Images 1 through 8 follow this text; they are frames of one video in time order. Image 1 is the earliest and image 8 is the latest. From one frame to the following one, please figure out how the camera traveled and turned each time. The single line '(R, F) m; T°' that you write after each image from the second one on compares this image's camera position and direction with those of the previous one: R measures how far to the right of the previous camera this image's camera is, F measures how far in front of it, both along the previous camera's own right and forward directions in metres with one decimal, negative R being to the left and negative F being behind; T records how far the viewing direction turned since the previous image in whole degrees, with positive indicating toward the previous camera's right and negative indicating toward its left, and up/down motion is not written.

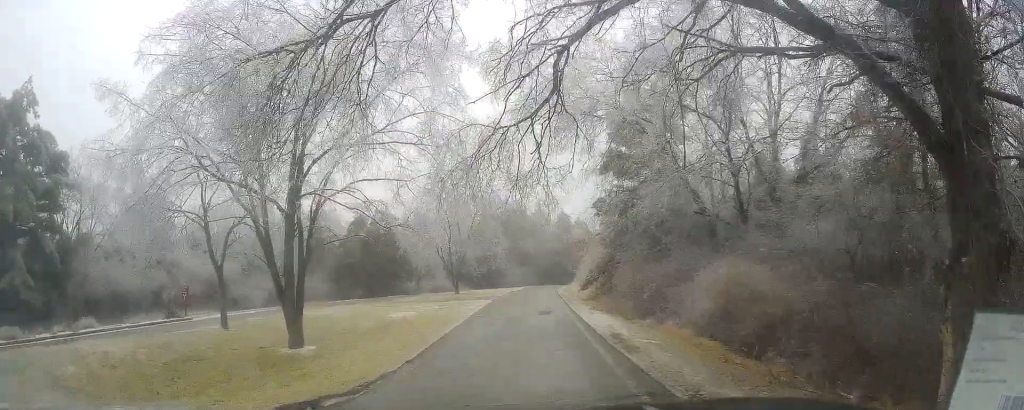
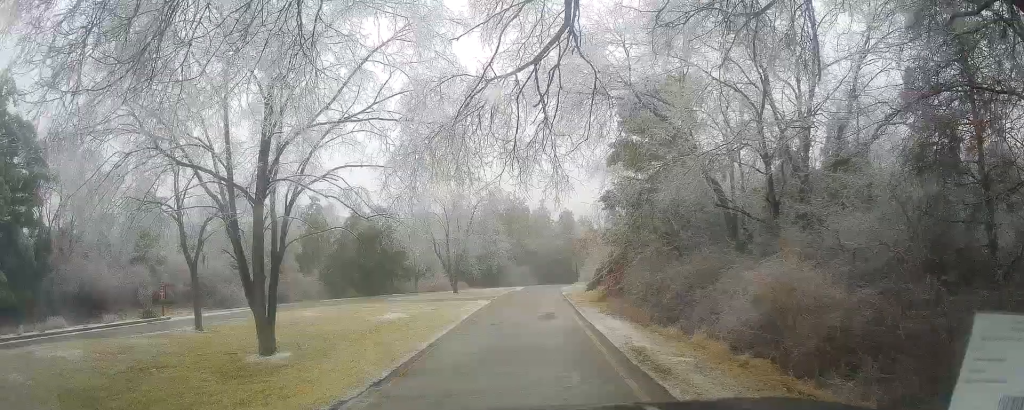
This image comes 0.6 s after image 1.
(-0.3, +2.7) m; -5°
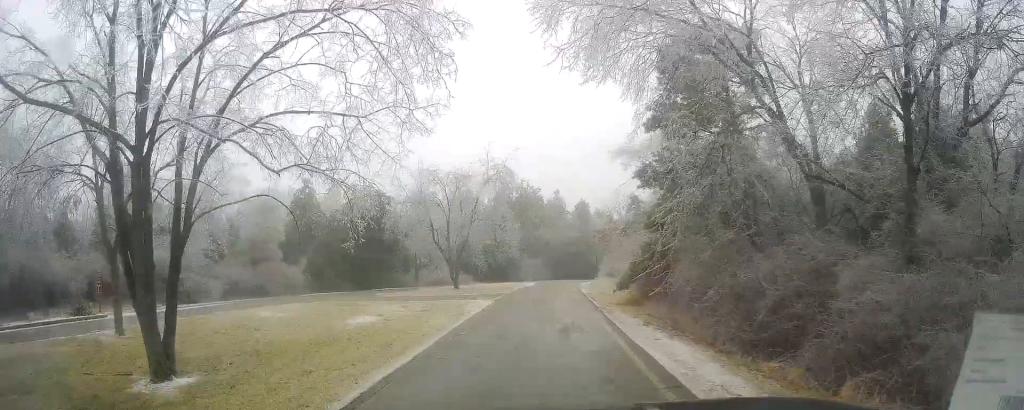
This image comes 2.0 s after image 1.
(-0.7, +6.6) m; -2°
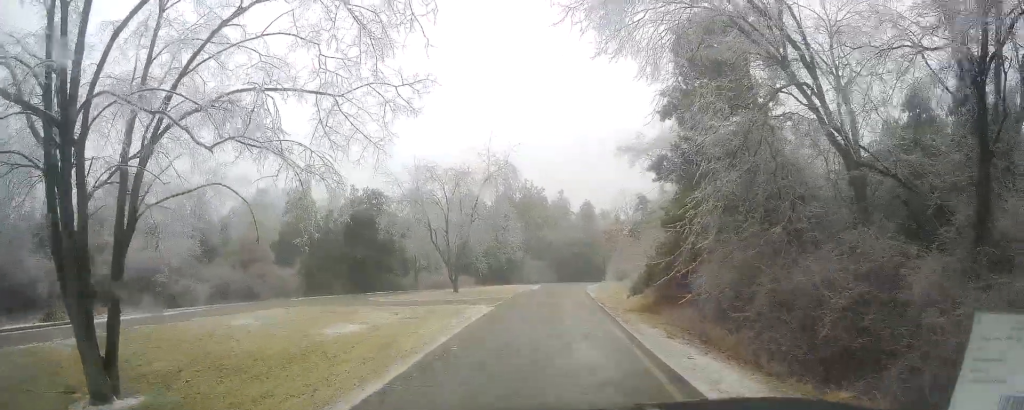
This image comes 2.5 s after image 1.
(+0.1, +2.4) m; 0°
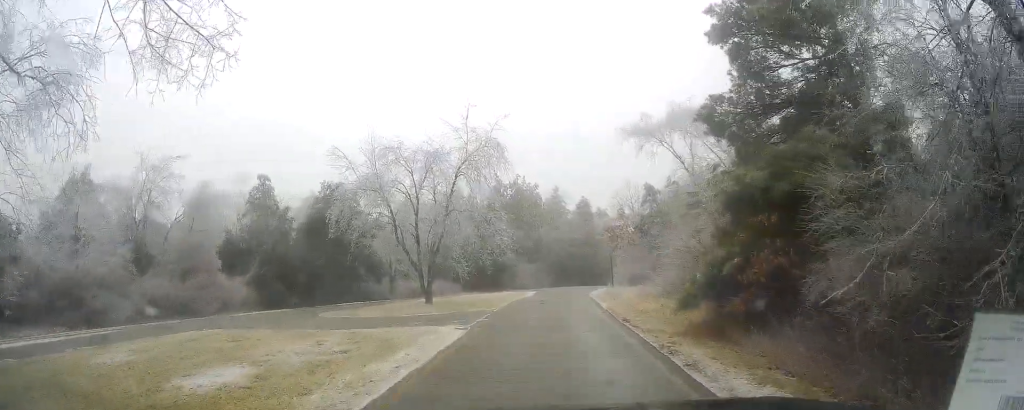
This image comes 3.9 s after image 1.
(-0.3, +7.9) m; +2°
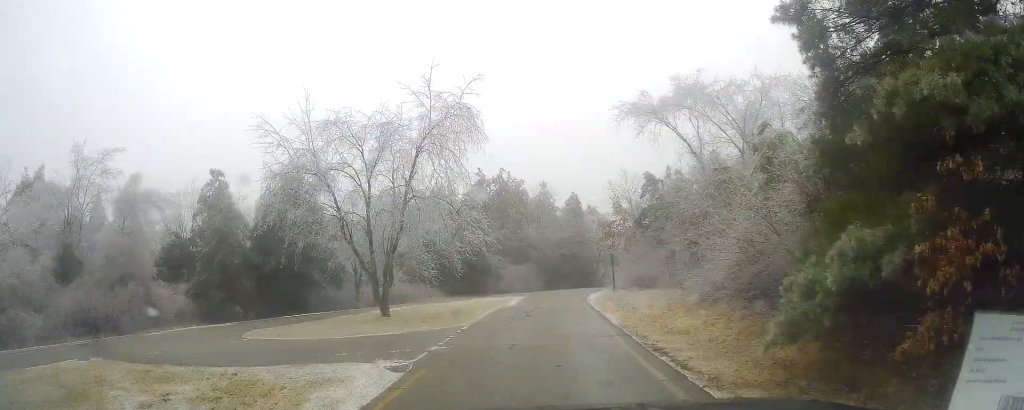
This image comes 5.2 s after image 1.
(+0.9, +7.1) m; -1°
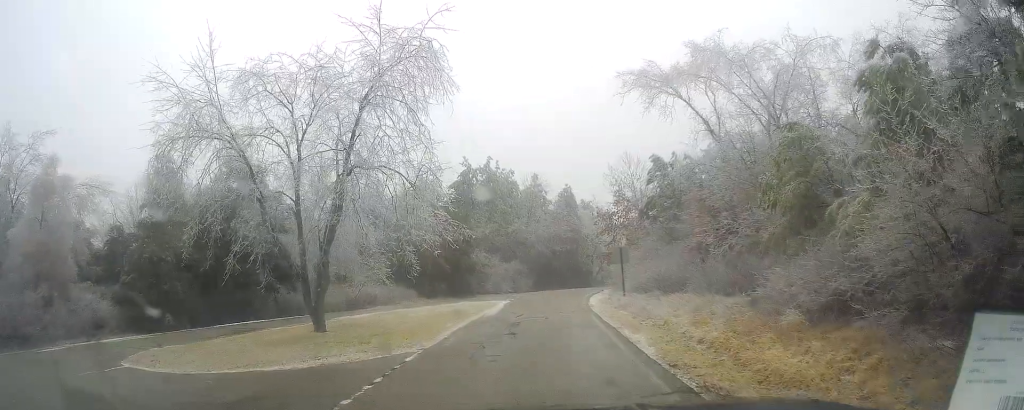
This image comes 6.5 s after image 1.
(-1.1, +7.4) m; -1°
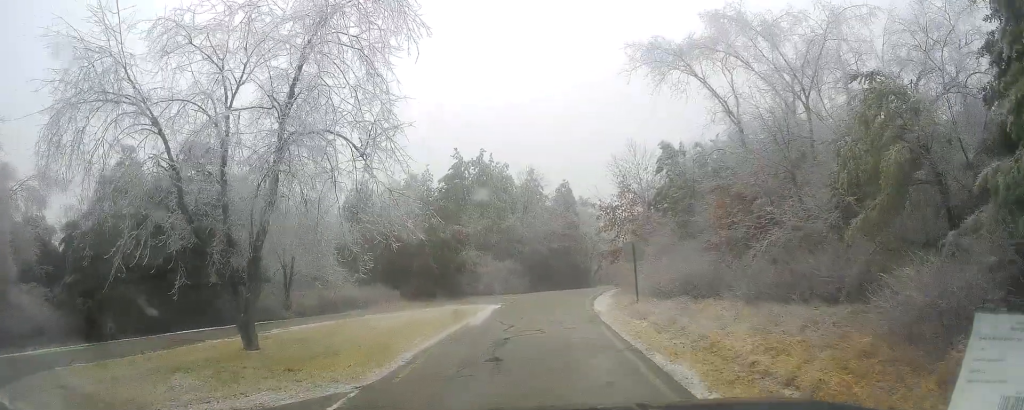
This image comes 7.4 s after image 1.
(+0.5, +4.9) m; +8°
